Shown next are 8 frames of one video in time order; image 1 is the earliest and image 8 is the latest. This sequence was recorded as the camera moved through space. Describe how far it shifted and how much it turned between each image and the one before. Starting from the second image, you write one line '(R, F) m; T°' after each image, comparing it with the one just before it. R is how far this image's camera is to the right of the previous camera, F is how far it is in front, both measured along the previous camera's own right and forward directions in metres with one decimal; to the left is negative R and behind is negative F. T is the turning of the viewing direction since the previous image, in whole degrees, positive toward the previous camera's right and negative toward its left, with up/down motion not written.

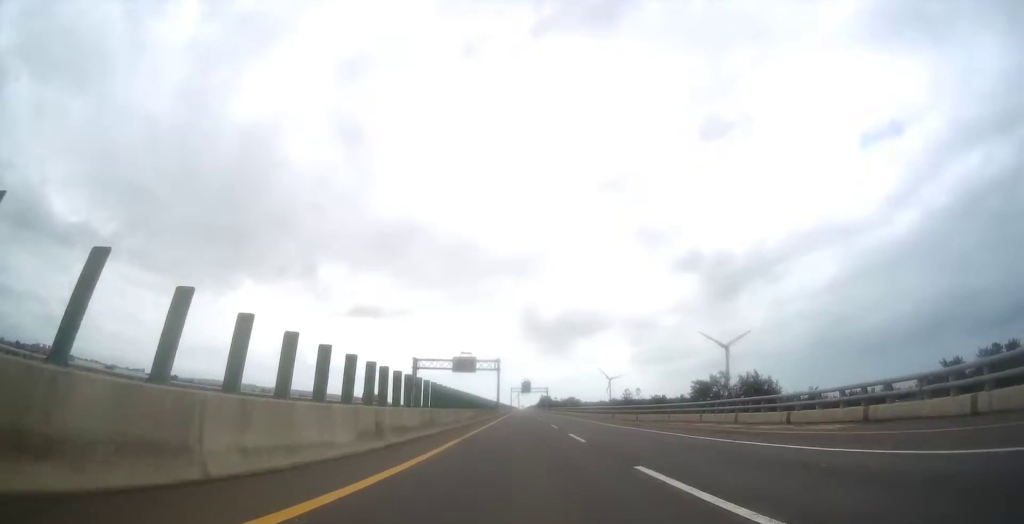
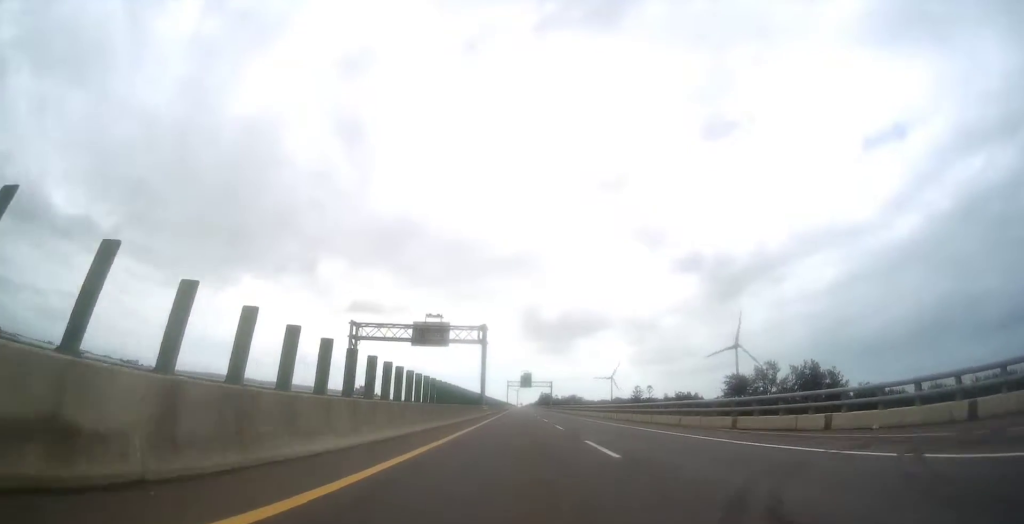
(+0.3, +24.0) m; 0°
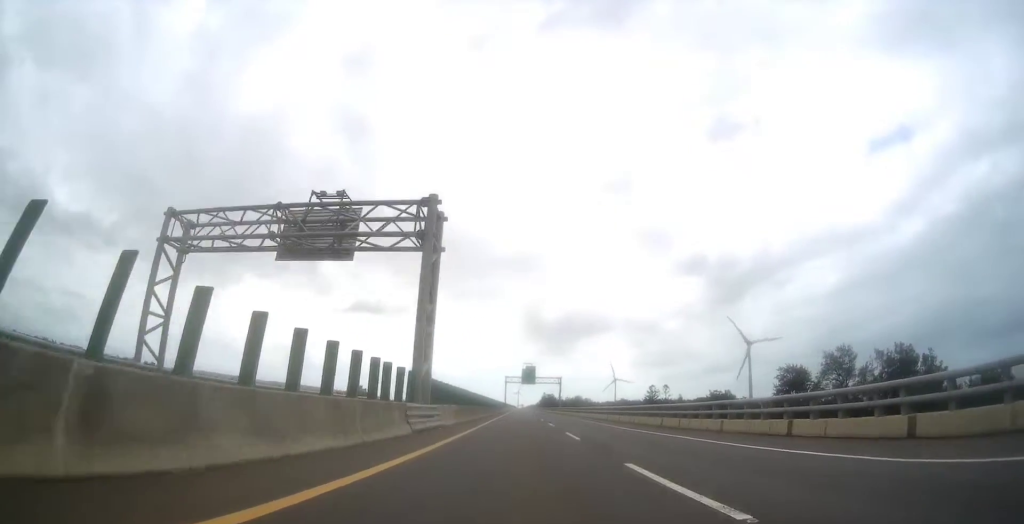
(-0.5, +25.4) m; 0°
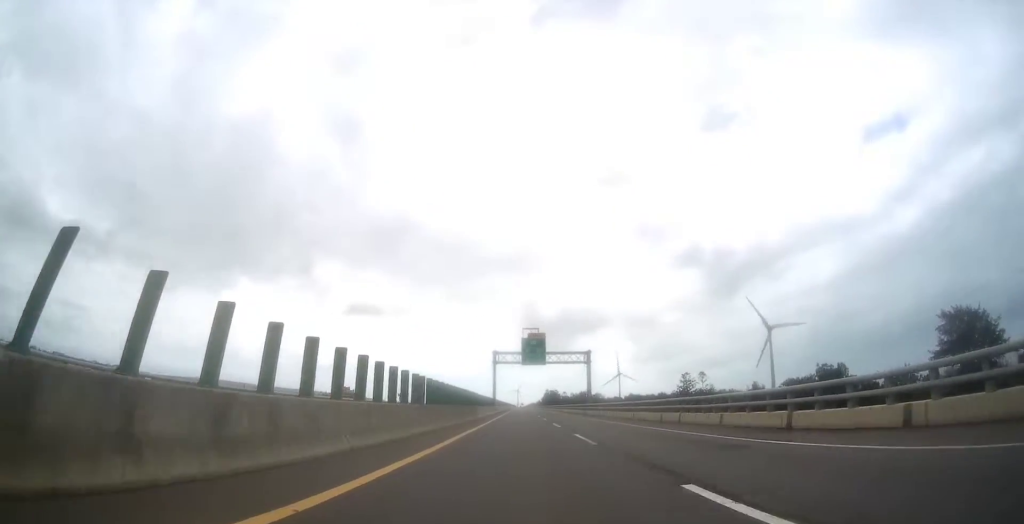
(+0.1, +42.6) m; 0°
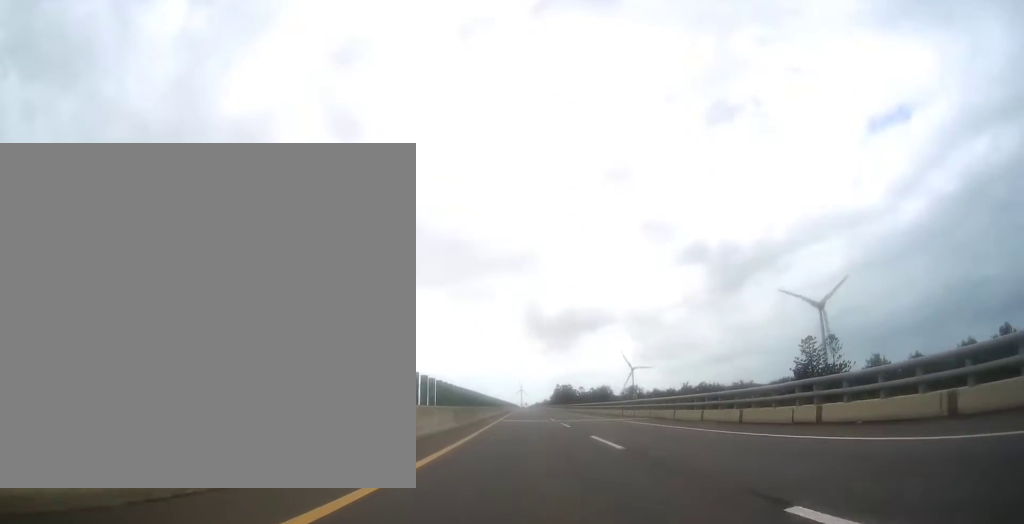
(0.0, +70.8) m; 0°
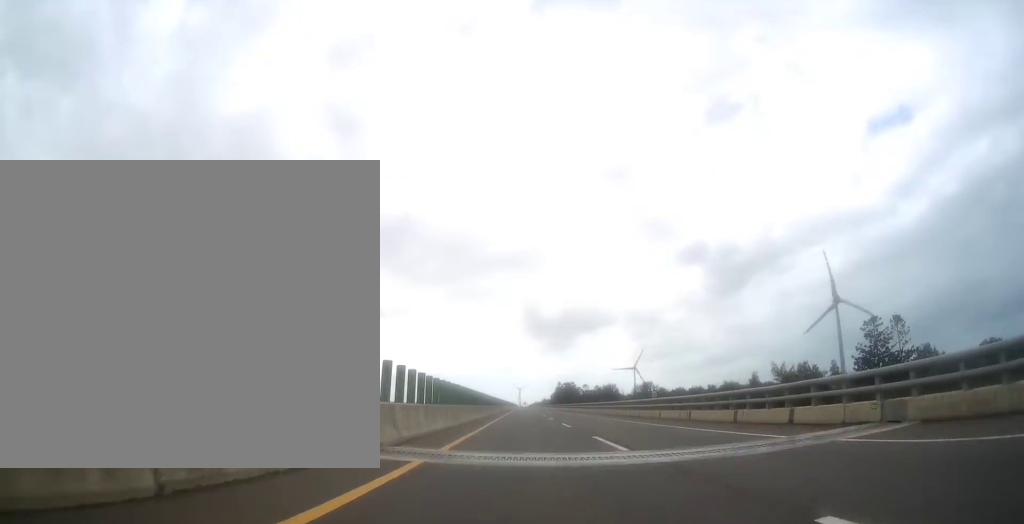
(+0.2, +21.9) m; 0°
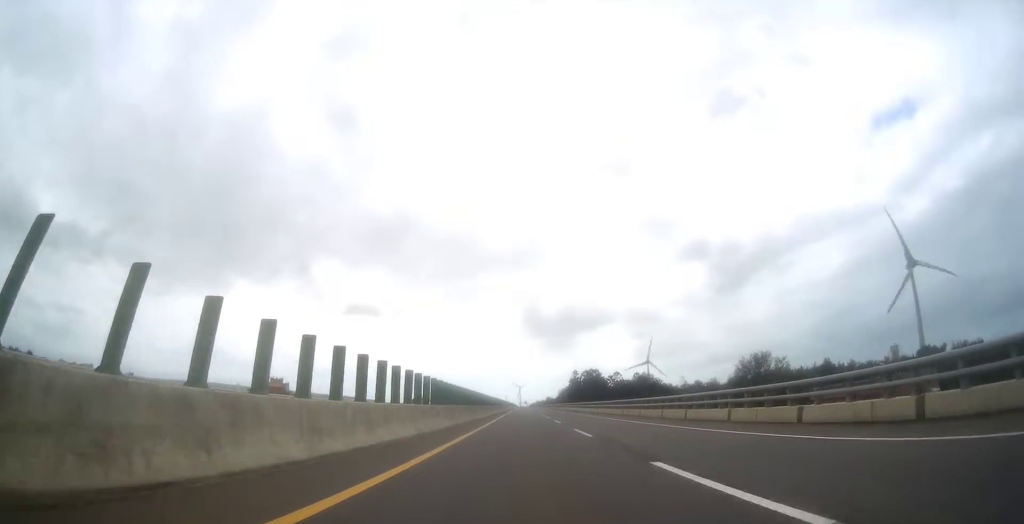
(-1.3, +76.3) m; -1°
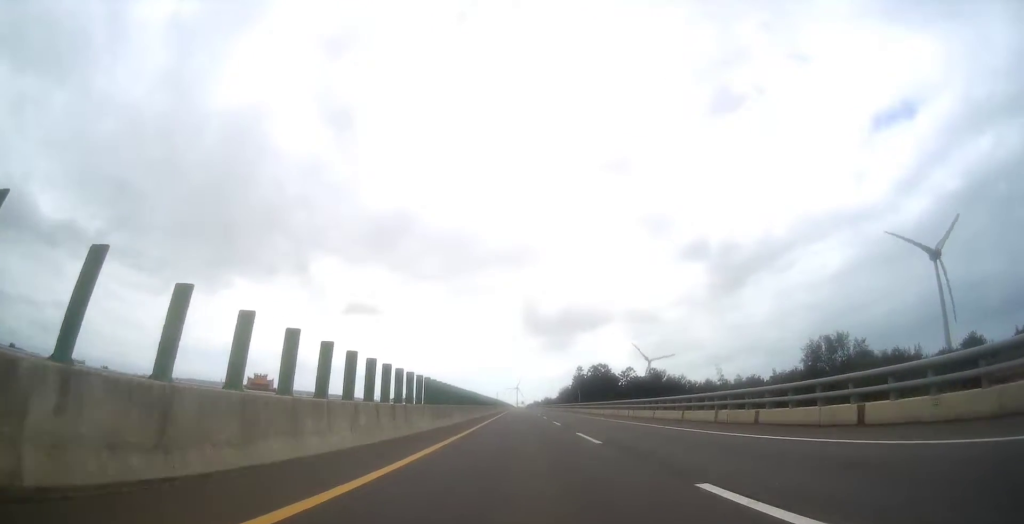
(+0.1, +21.1) m; 0°
